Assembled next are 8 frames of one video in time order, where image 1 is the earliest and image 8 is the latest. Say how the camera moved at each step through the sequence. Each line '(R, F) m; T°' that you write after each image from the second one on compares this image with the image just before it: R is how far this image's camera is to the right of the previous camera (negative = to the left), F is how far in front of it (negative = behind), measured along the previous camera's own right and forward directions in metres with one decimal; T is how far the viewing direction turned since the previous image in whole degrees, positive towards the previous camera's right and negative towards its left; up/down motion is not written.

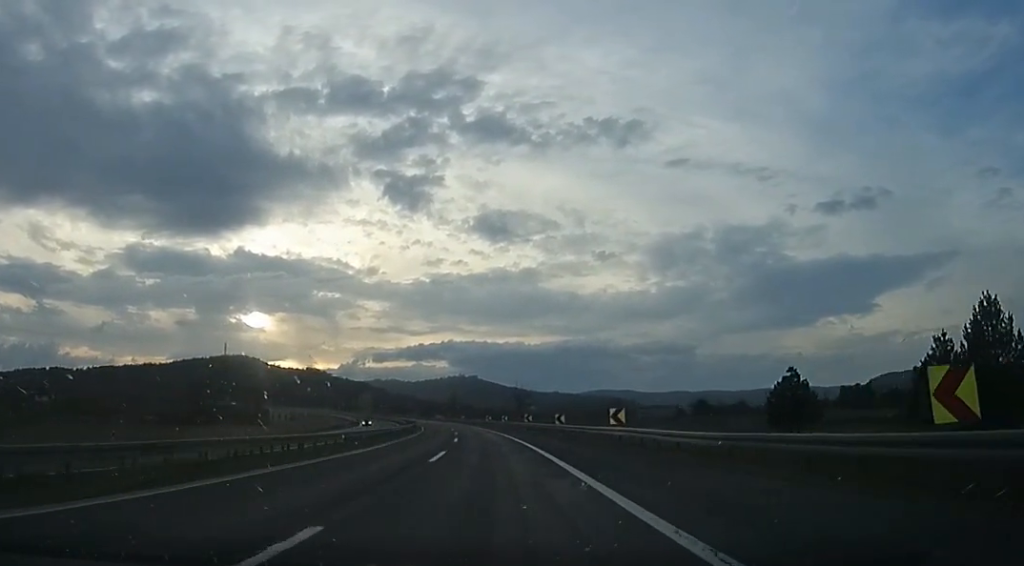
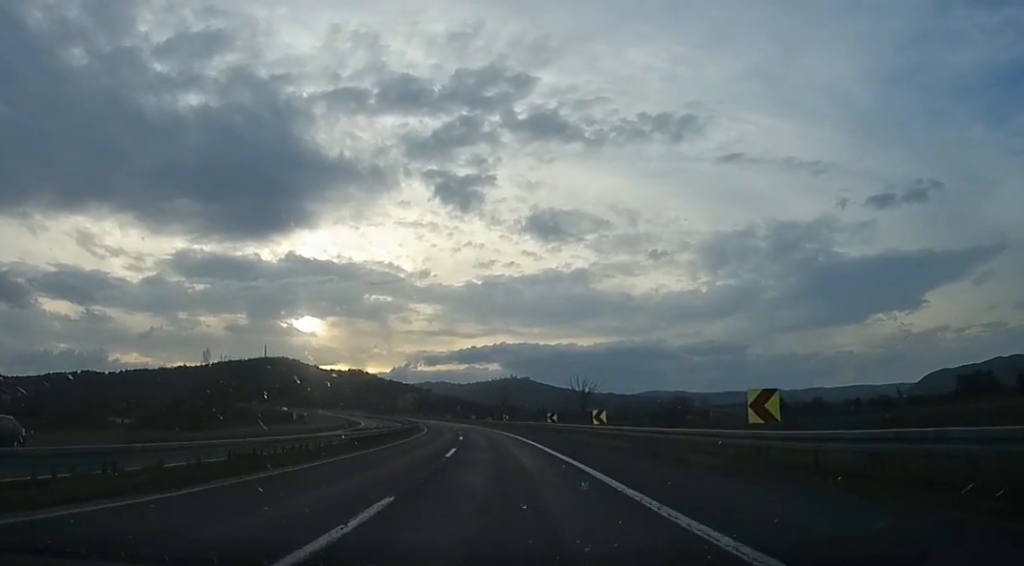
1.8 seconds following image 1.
(-3.7, +51.5) m; -5°
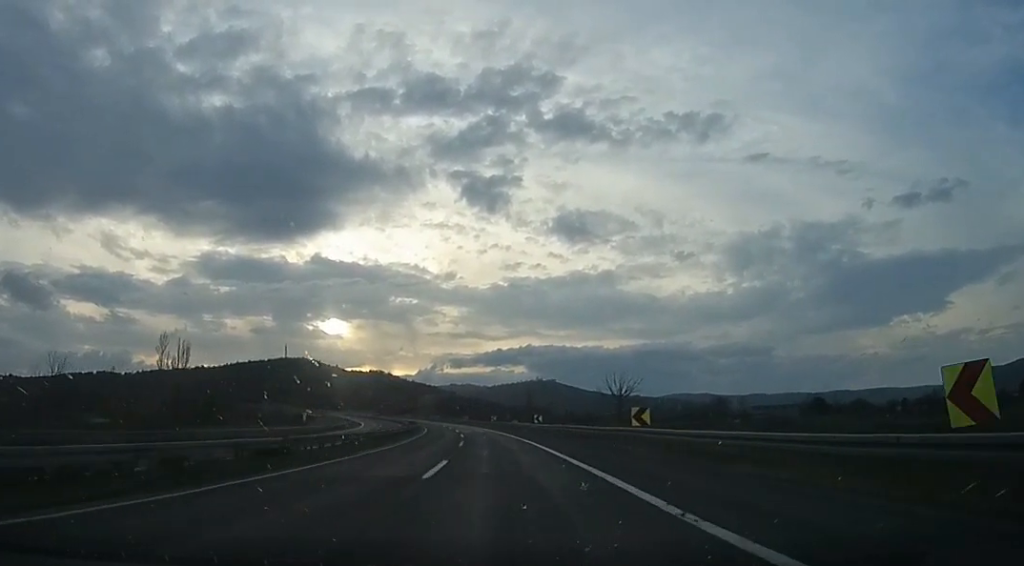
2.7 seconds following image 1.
(+0.3, +26.4) m; -1°
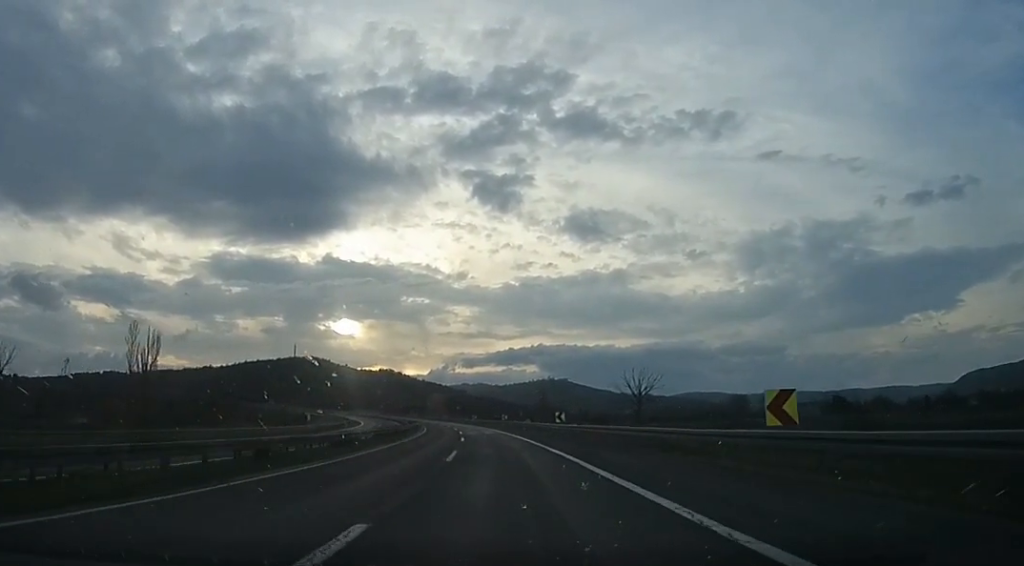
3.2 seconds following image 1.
(-0.3, +12.4) m; -2°
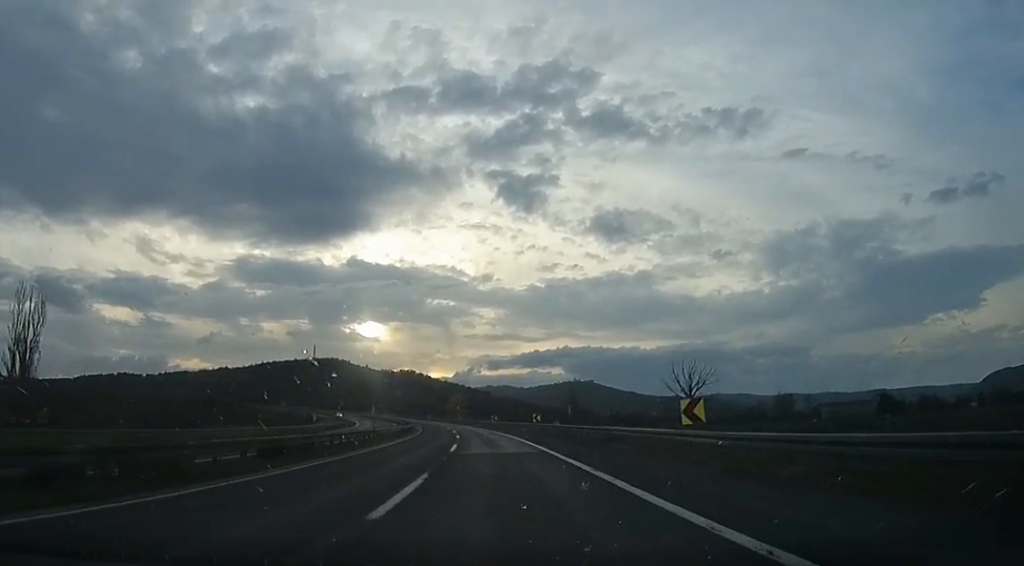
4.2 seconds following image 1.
(-0.6, +29.5) m; -4°
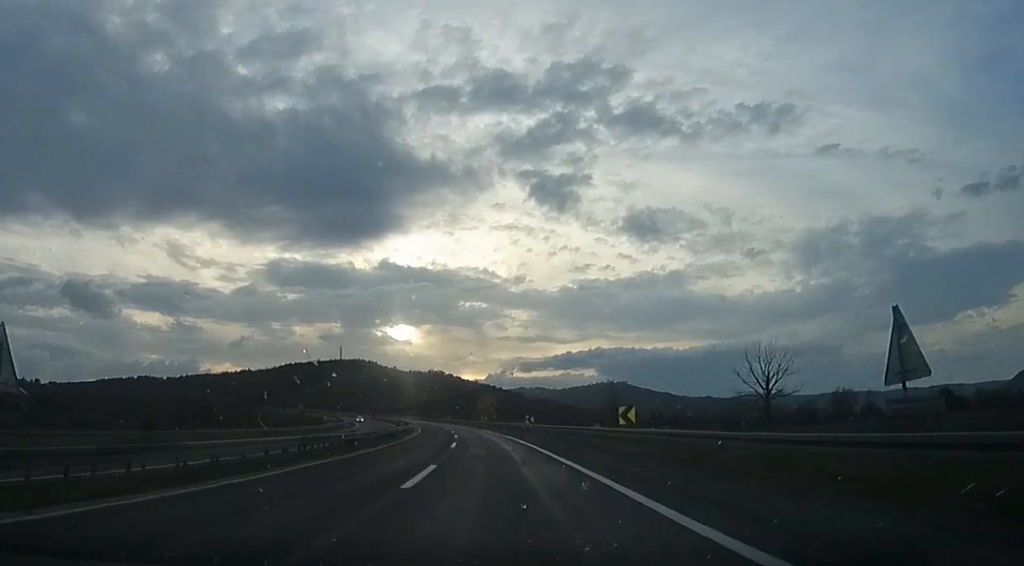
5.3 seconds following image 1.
(-1.5, +31.8) m; -1°
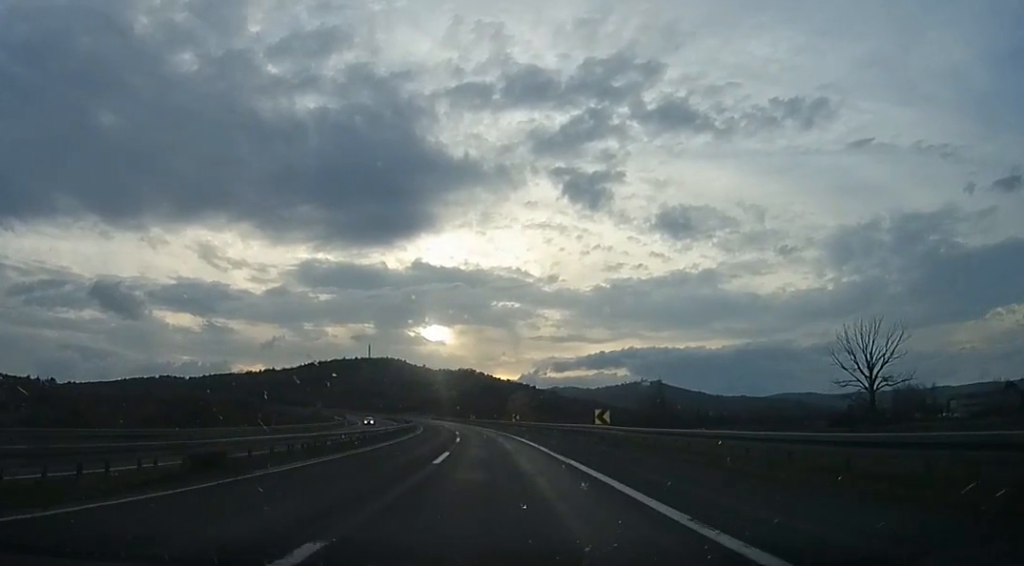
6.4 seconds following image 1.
(+1.3, +30.0) m; -3°
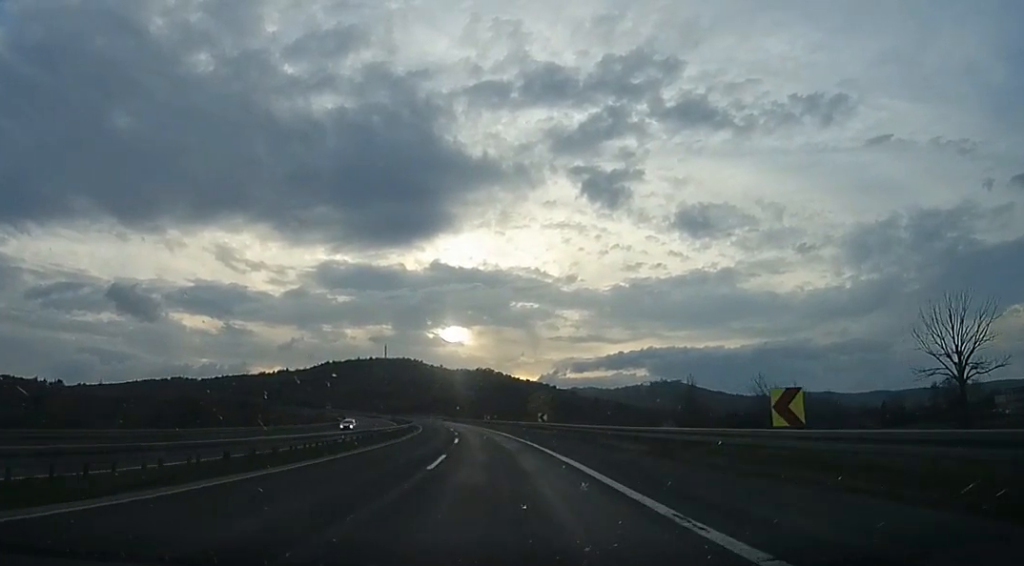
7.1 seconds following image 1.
(-1.9, +20.1) m; -5°
